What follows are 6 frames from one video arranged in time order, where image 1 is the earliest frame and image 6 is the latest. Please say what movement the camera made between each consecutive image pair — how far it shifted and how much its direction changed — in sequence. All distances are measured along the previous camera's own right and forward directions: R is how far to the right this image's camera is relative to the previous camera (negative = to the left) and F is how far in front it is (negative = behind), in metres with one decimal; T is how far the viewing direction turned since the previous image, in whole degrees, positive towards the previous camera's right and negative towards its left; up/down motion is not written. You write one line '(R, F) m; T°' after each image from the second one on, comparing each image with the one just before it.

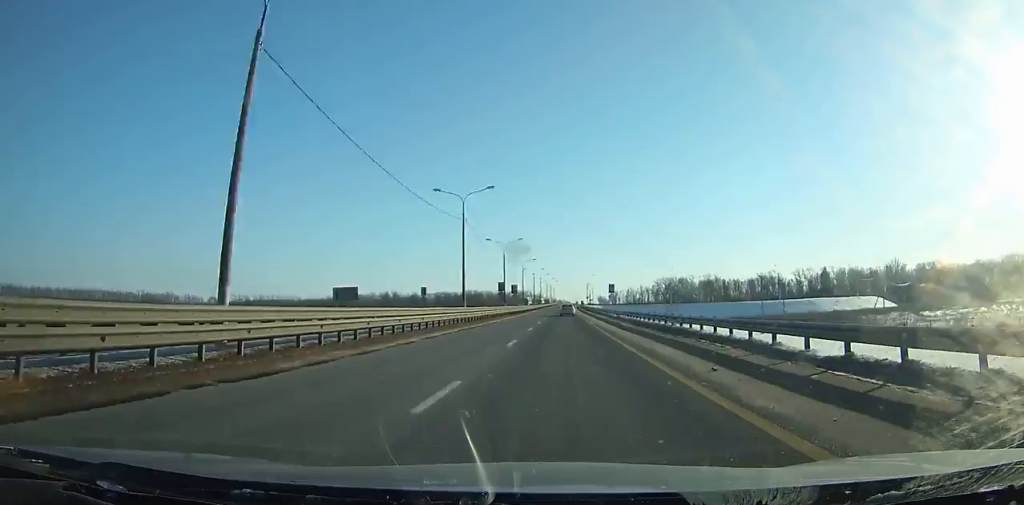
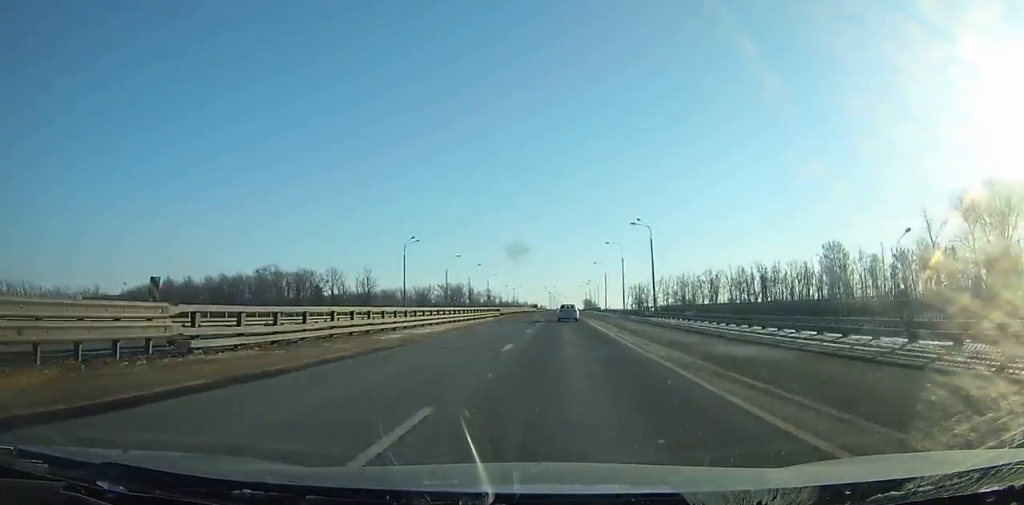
(+5.5, +296.8) m; +2°
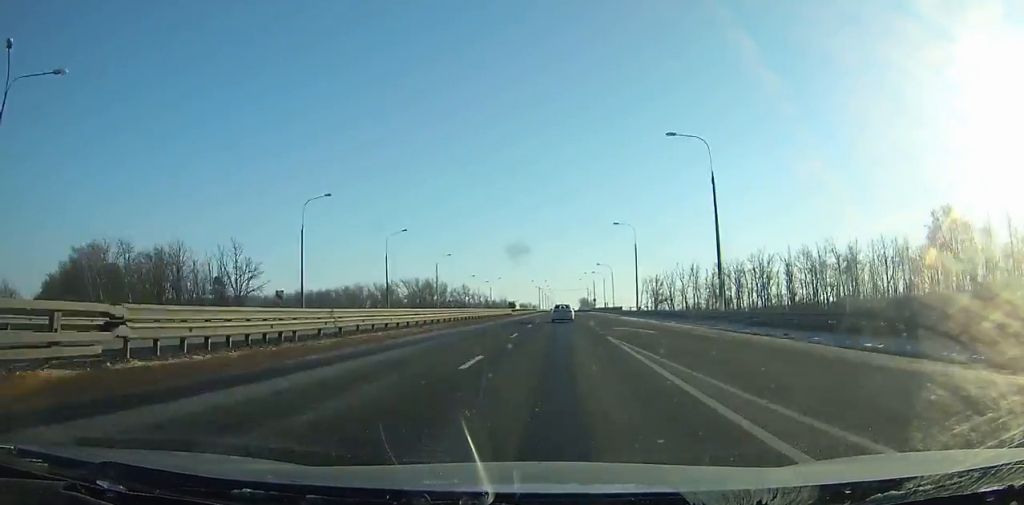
(+0.2, +62.2) m; 0°
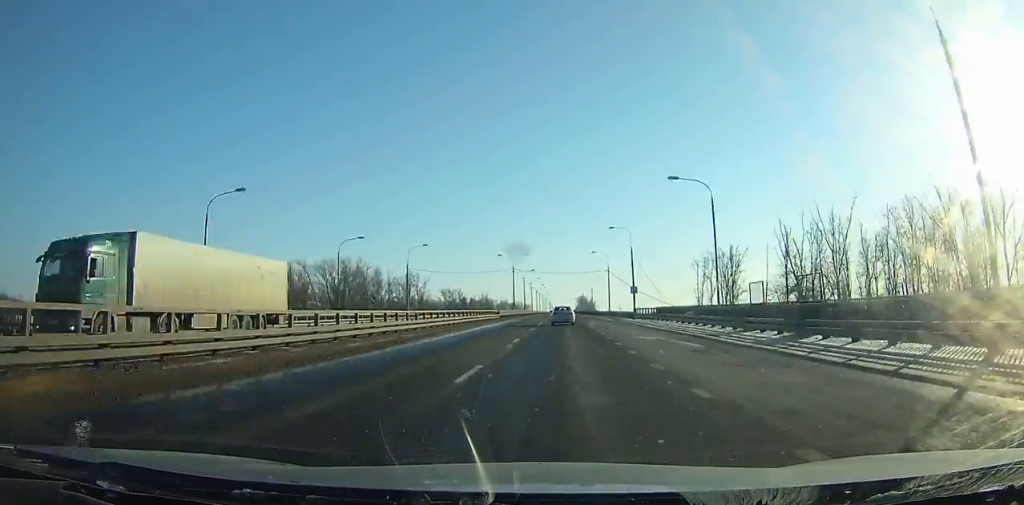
(+0.5, +98.0) m; 0°
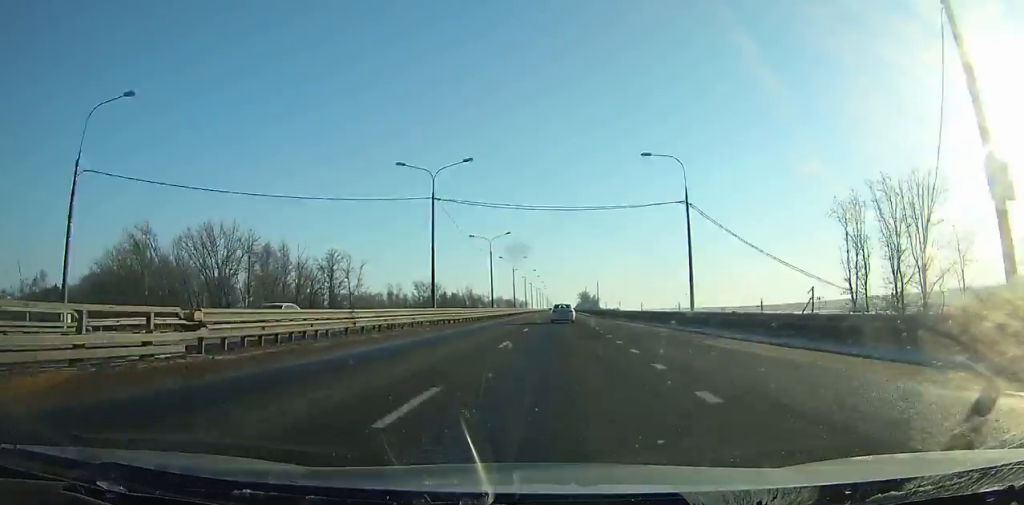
(+0.1, +63.8) m; 0°
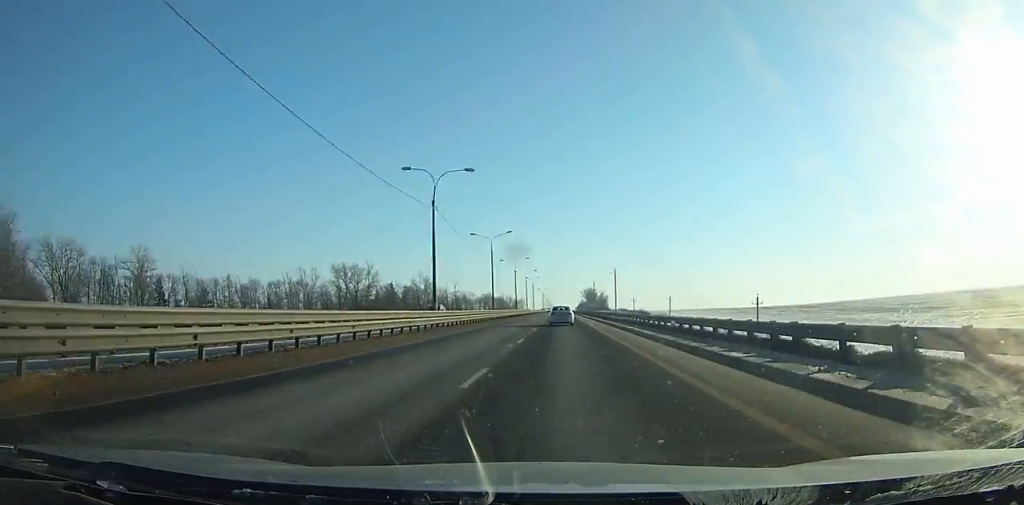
(+0.1, +103.4) m; 0°
